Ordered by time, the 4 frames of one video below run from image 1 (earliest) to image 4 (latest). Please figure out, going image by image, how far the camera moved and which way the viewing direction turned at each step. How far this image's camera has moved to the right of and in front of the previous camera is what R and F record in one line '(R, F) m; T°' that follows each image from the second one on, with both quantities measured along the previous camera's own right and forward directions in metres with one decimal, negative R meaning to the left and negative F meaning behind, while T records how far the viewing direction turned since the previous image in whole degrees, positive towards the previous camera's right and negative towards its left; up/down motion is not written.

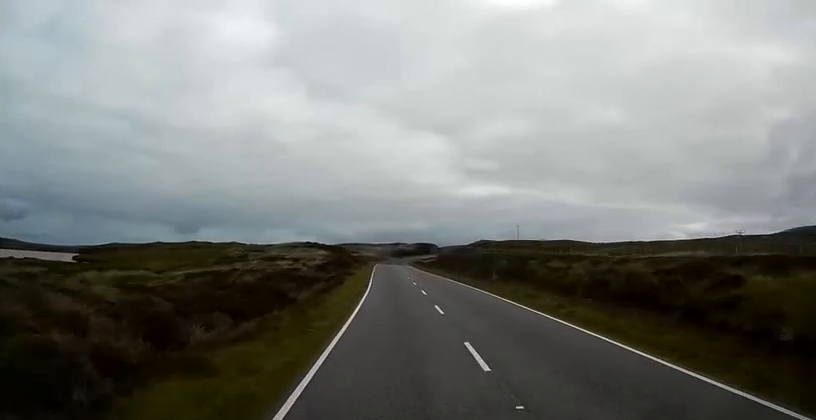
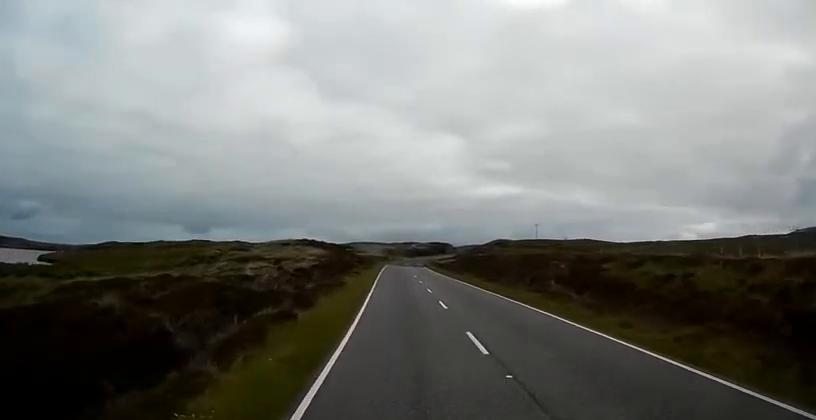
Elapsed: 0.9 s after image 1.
(-0.4, +16.7) m; -1°
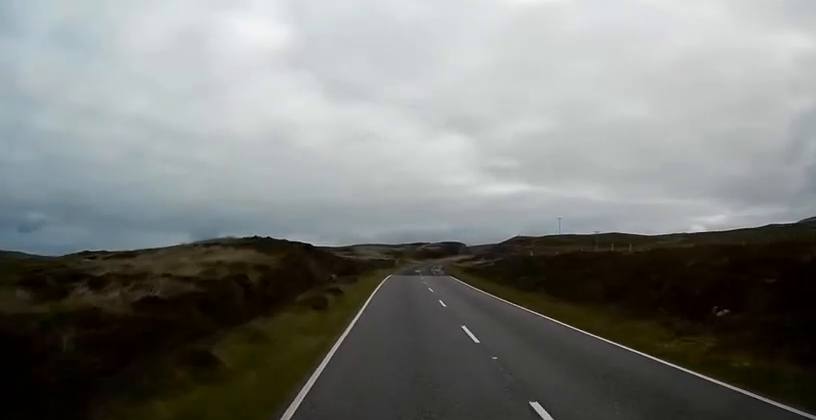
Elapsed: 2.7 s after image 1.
(0.0, +33.9) m; 0°
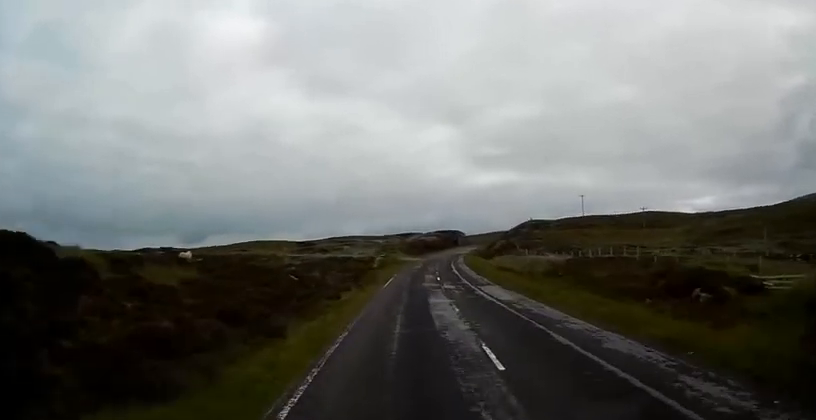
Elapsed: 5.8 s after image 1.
(+0.2, +56.4) m; +1°
